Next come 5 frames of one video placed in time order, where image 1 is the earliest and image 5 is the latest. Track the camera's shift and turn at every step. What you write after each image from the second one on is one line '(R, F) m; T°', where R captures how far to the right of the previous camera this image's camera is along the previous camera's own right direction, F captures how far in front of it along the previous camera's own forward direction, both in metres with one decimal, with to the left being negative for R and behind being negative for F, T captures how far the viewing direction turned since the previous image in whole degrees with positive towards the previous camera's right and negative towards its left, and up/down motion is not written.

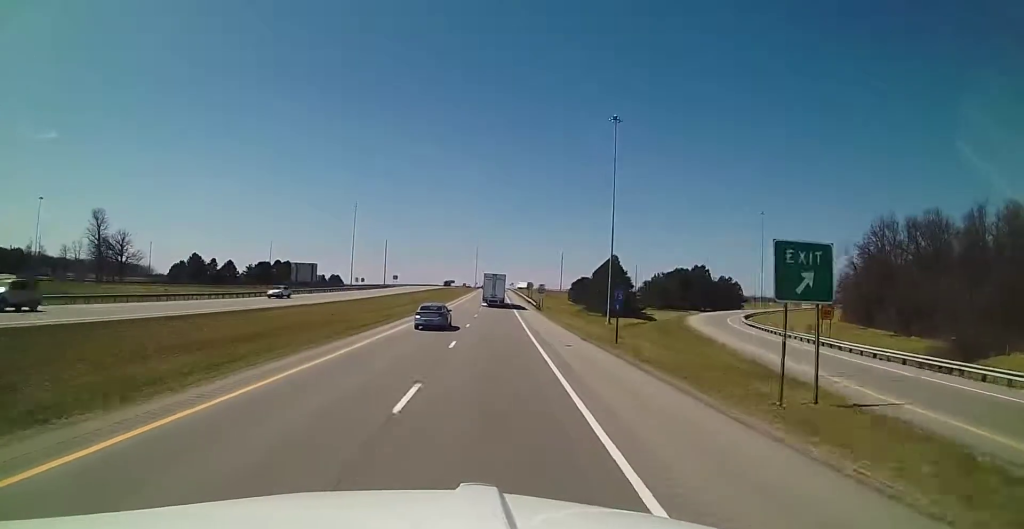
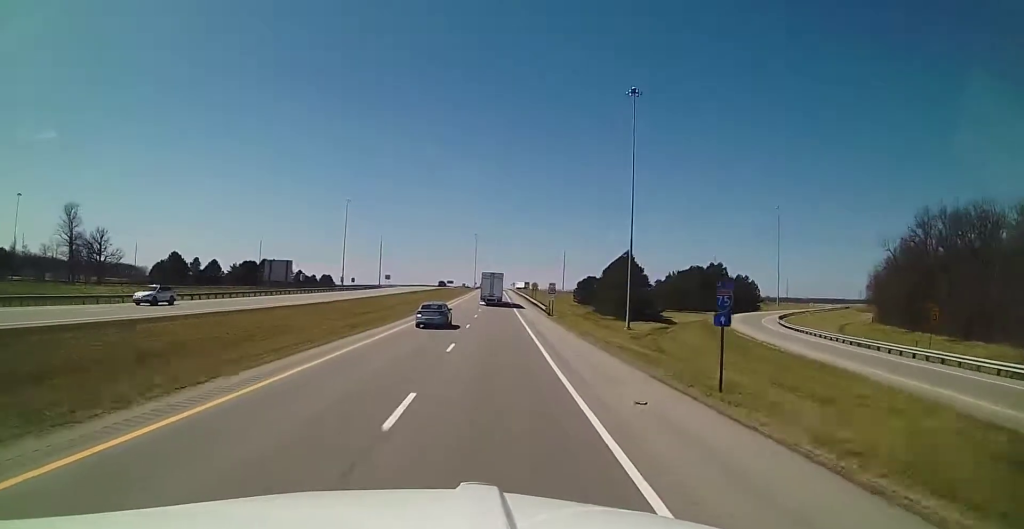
(-0.1, +13.6) m; +1°
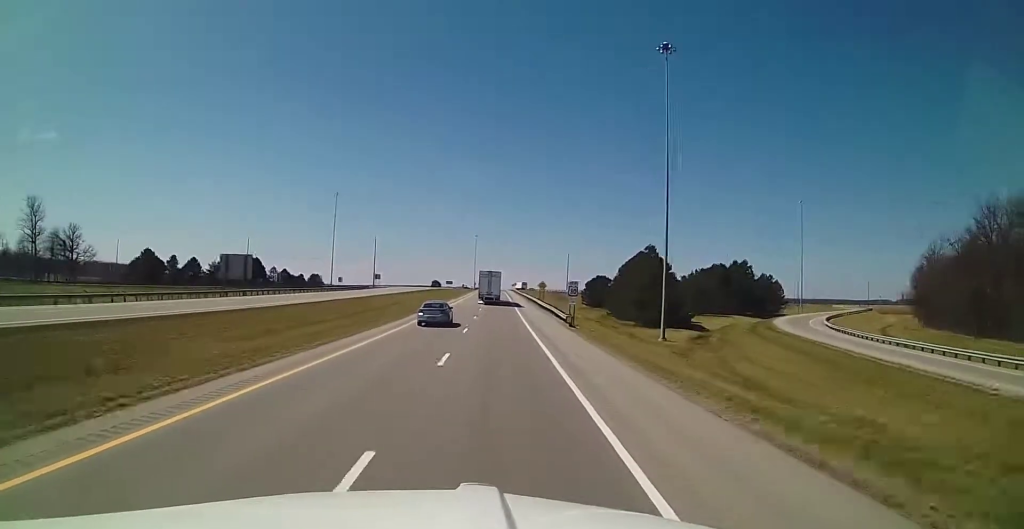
(+0.1, +16.5) m; 0°
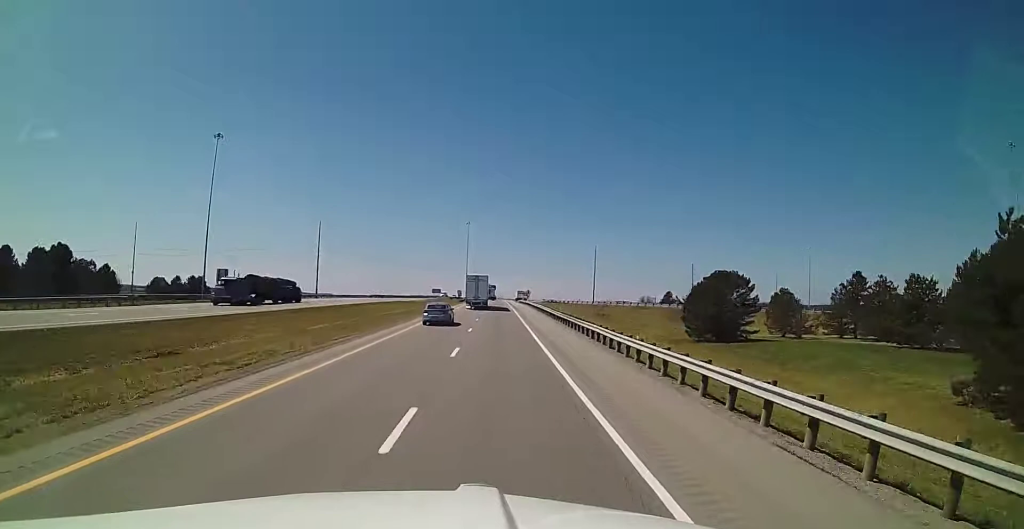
(-1.0, +94.5) m; -1°
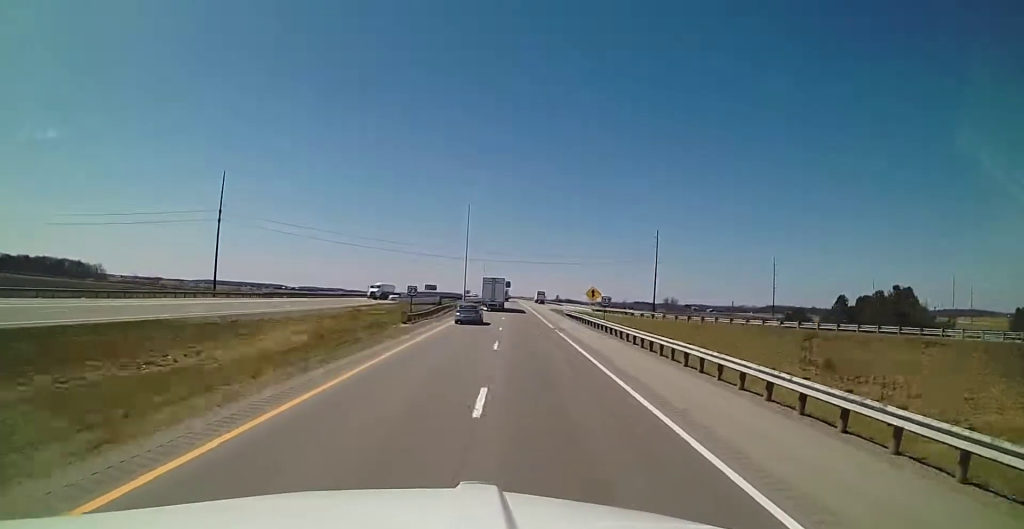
(0.0, +82.4) m; 0°
